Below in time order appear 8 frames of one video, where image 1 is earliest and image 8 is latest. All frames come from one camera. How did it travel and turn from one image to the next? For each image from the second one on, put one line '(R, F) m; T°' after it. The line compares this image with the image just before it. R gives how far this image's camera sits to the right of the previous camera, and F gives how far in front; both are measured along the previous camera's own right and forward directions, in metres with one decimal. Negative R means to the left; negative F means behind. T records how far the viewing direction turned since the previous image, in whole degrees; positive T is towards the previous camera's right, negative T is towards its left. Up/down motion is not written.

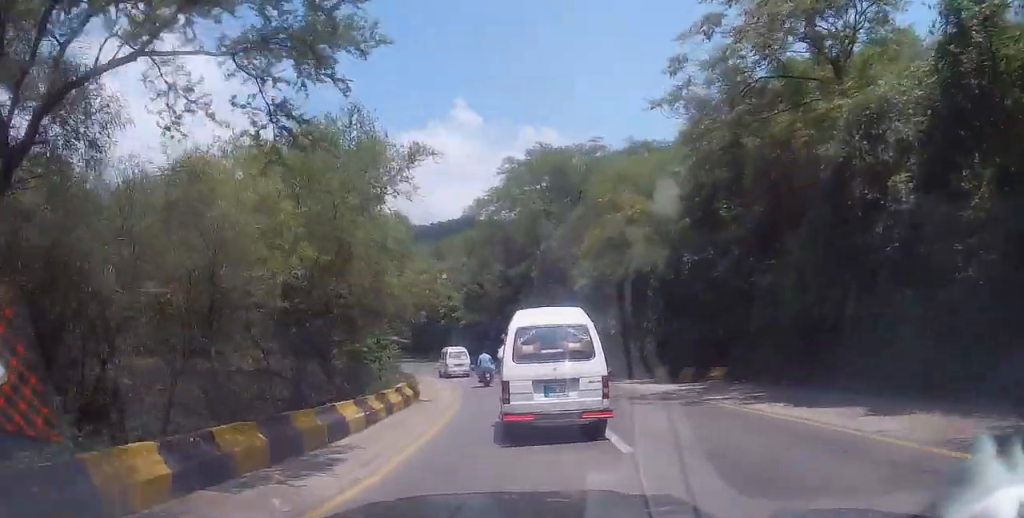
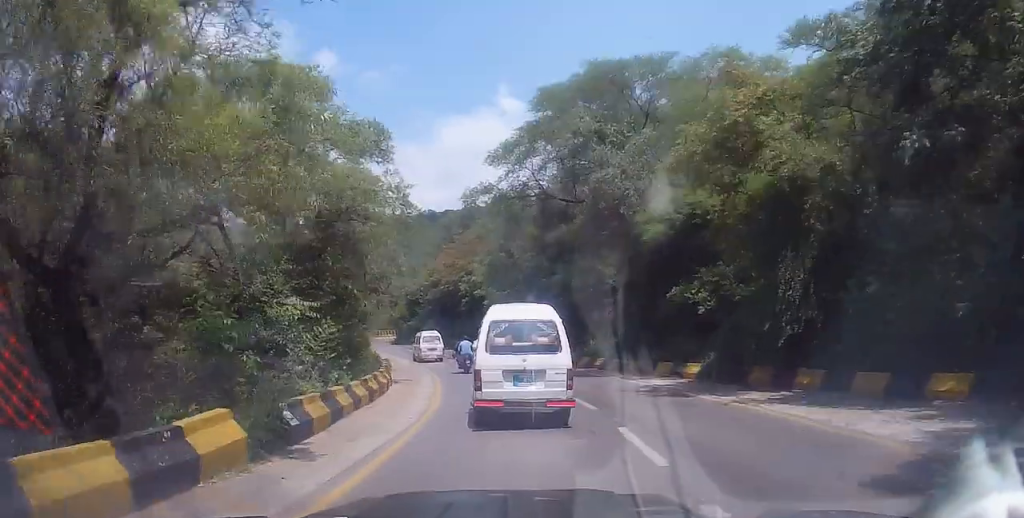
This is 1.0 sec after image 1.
(-0.4, +11.4) m; -3°
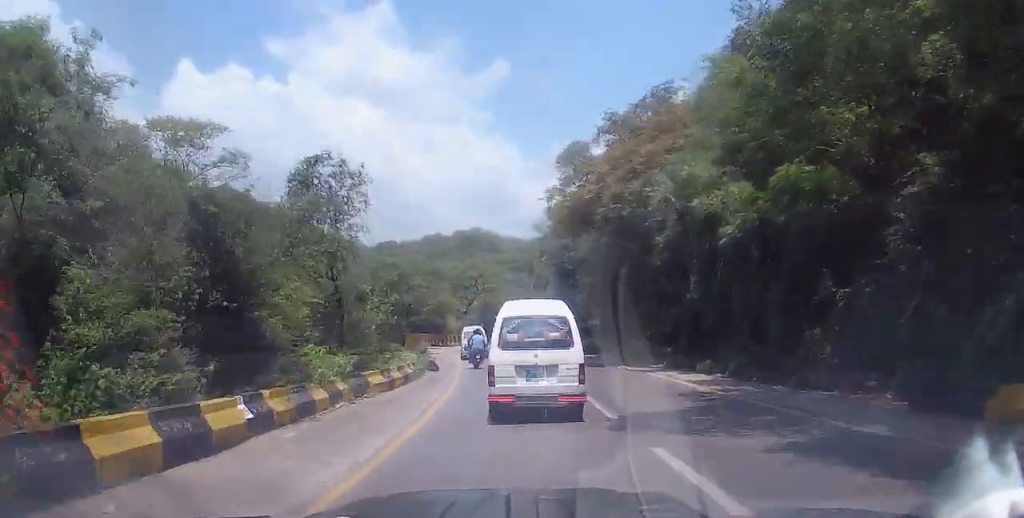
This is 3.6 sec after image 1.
(-3.1, +31.7) m; -13°
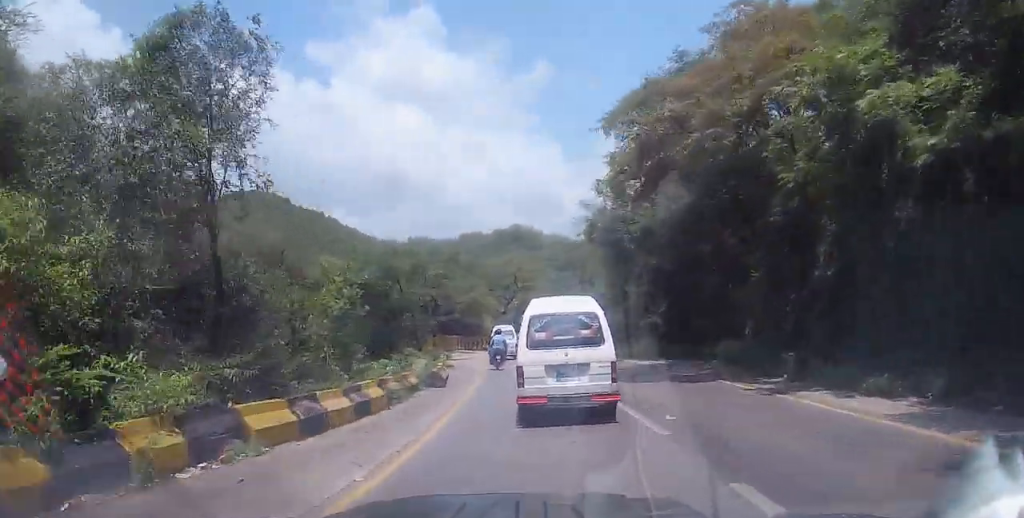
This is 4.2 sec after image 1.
(-0.5, +7.8) m; -4°
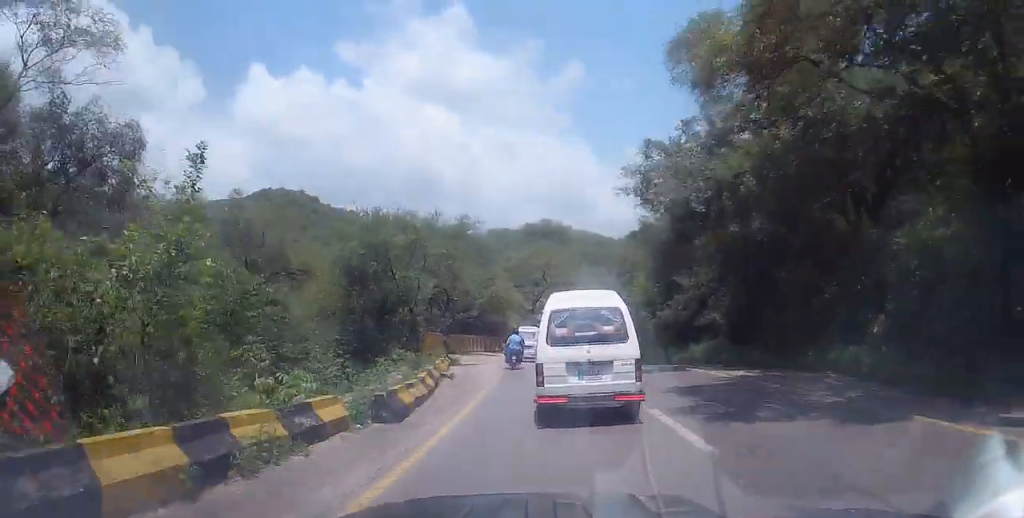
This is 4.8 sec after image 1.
(-0.5, +7.4) m; -4°
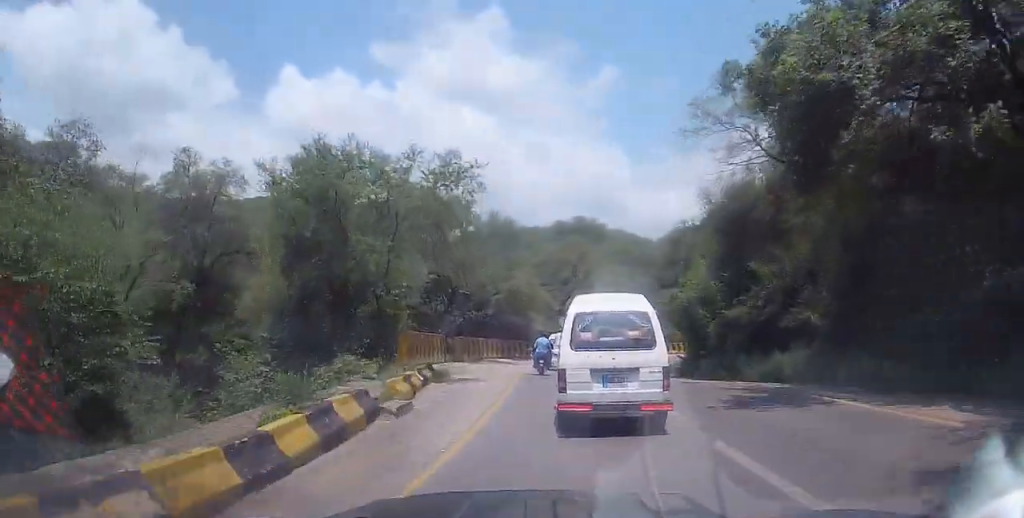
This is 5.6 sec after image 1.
(0.0, +8.9) m; -1°
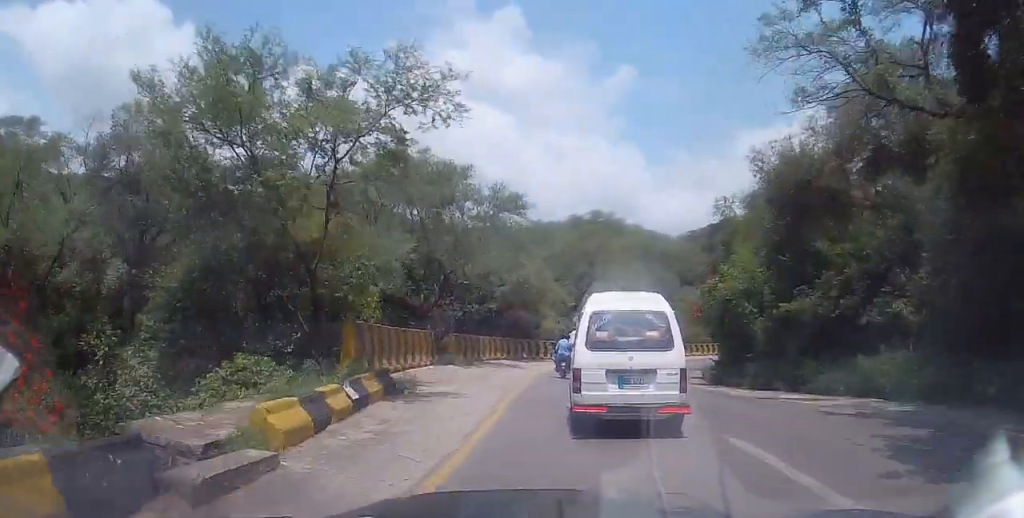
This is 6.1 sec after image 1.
(0.0, +5.9) m; 0°
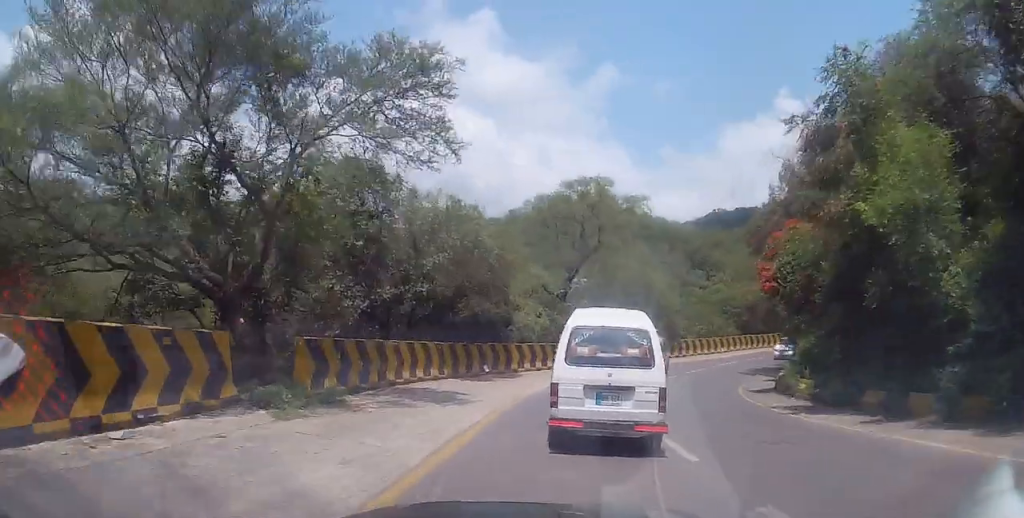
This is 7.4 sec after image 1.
(-0.2, +15.1) m; -2°
